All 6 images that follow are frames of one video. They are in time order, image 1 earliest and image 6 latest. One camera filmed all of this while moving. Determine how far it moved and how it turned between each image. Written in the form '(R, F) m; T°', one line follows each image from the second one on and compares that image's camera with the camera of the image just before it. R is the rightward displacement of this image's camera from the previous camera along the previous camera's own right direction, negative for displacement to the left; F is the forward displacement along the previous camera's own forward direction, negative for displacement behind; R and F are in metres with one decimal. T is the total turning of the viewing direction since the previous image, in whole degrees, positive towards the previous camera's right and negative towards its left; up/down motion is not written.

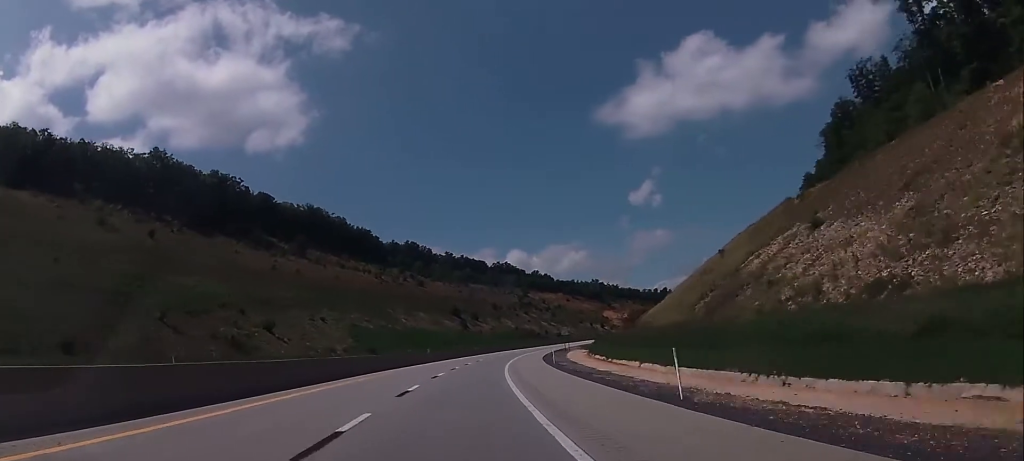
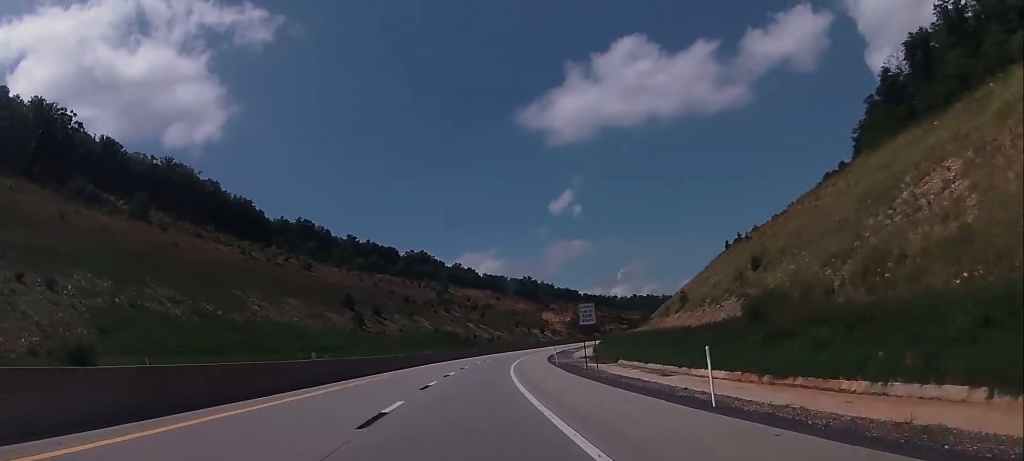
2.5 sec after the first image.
(+5.3, +80.4) m; +8°
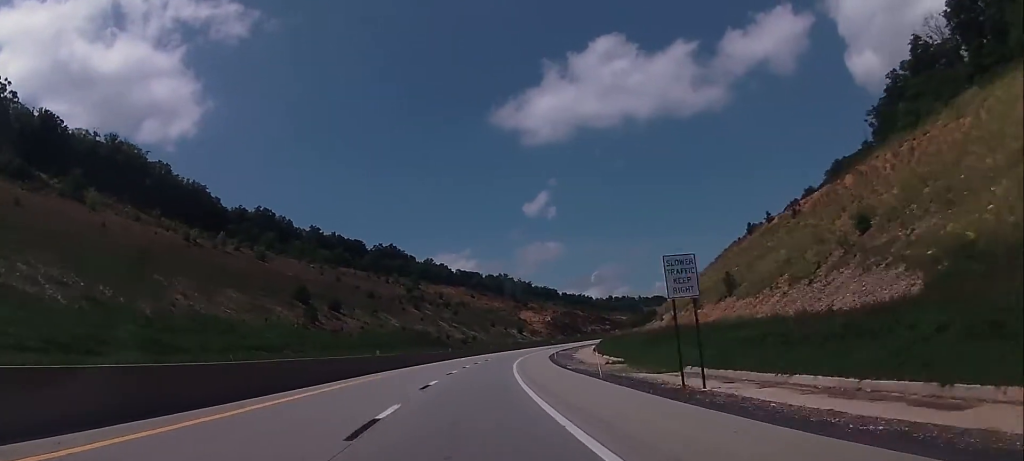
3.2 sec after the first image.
(+1.3, +25.0) m; +4°
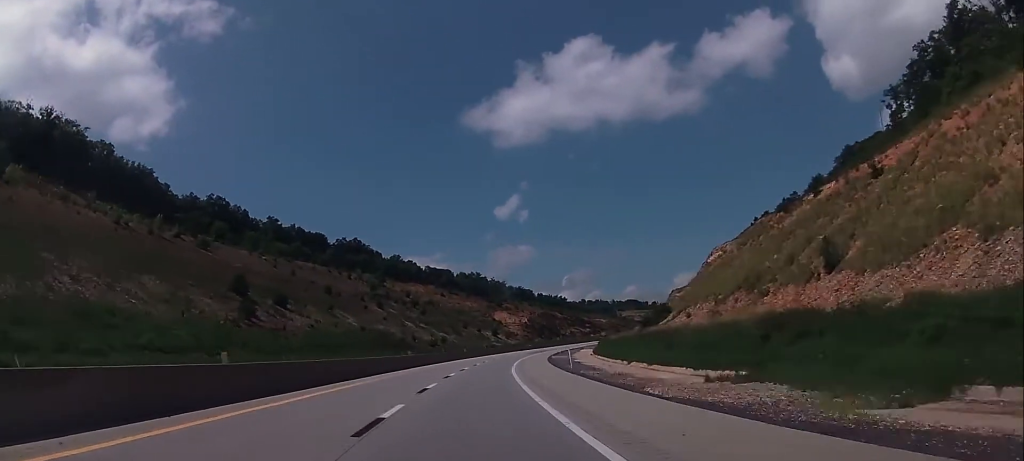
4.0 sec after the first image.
(+0.7, +25.1) m; +2°
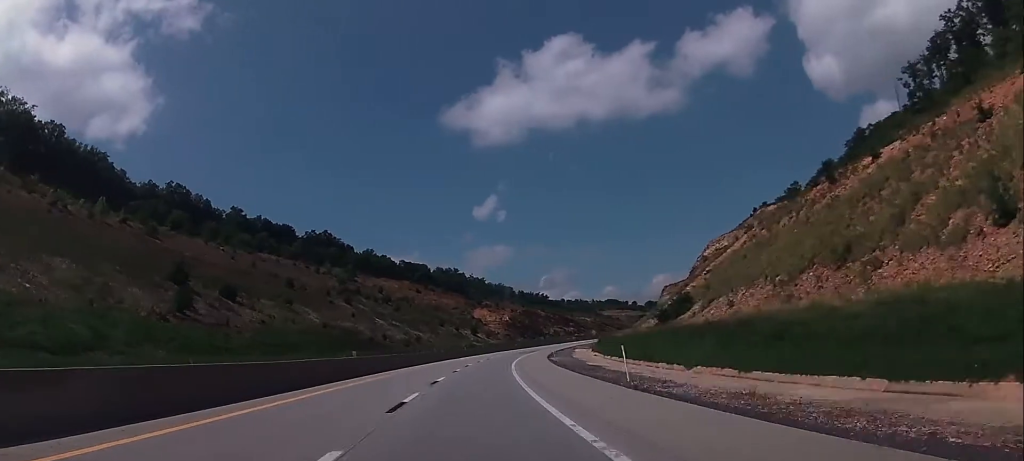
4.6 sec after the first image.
(+0.2, +19.6) m; +2°
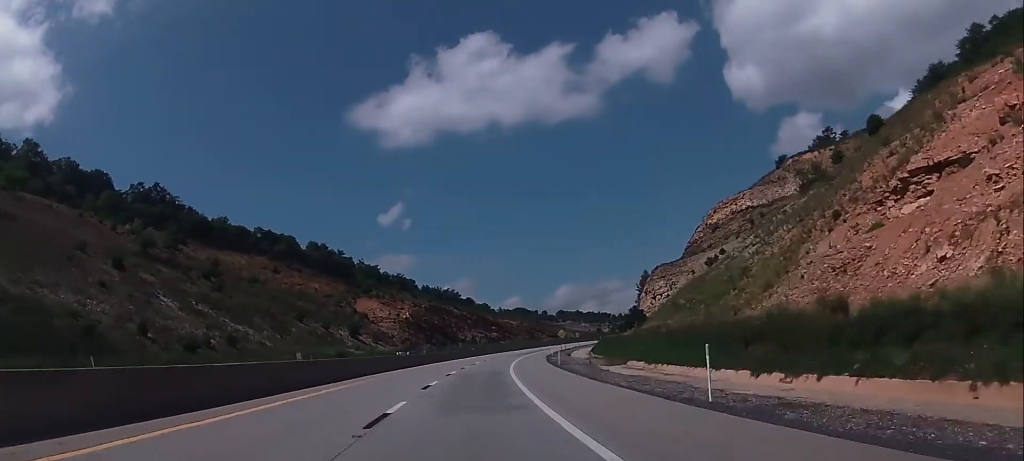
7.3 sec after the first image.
(+6.3, +88.2) m; +9°
